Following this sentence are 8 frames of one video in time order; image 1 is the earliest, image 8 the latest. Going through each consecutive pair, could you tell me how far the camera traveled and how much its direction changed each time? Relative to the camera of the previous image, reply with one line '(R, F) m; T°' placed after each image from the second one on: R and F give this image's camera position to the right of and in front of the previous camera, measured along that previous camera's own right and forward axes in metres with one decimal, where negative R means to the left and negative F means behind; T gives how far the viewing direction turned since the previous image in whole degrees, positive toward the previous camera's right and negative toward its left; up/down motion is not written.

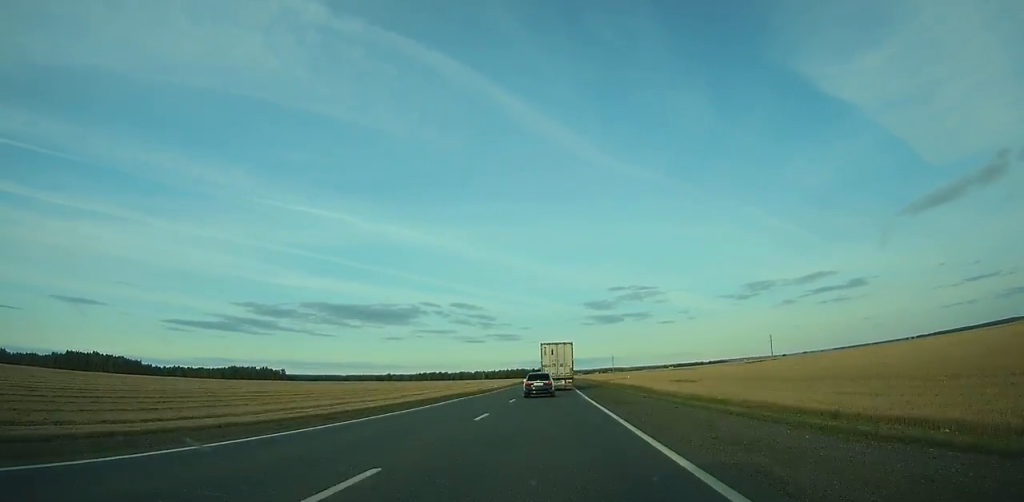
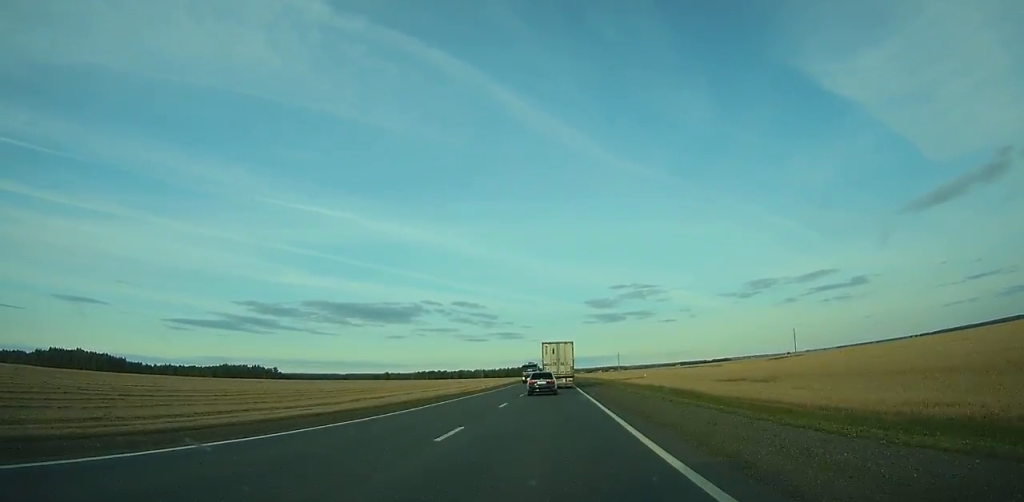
(0.0, +30.0) m; 0°
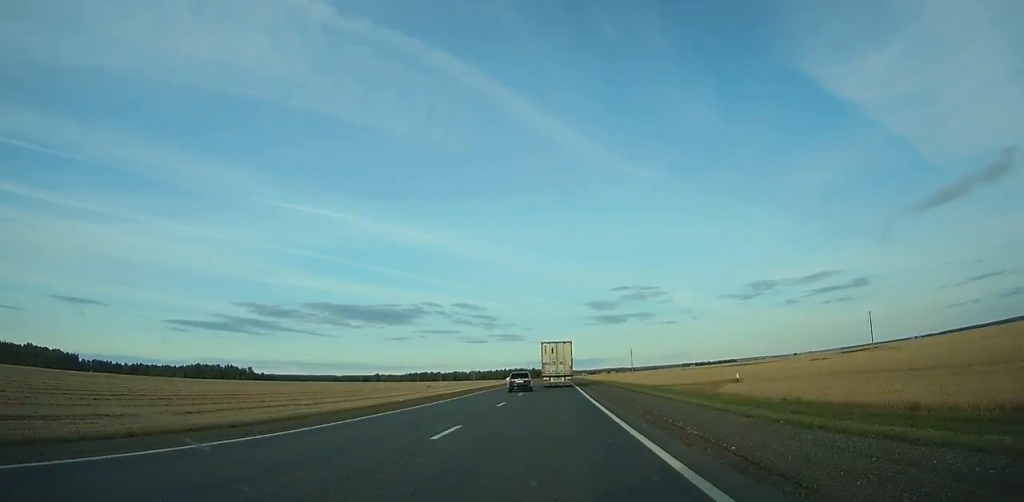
(+0.1, +74.3) m; 0°
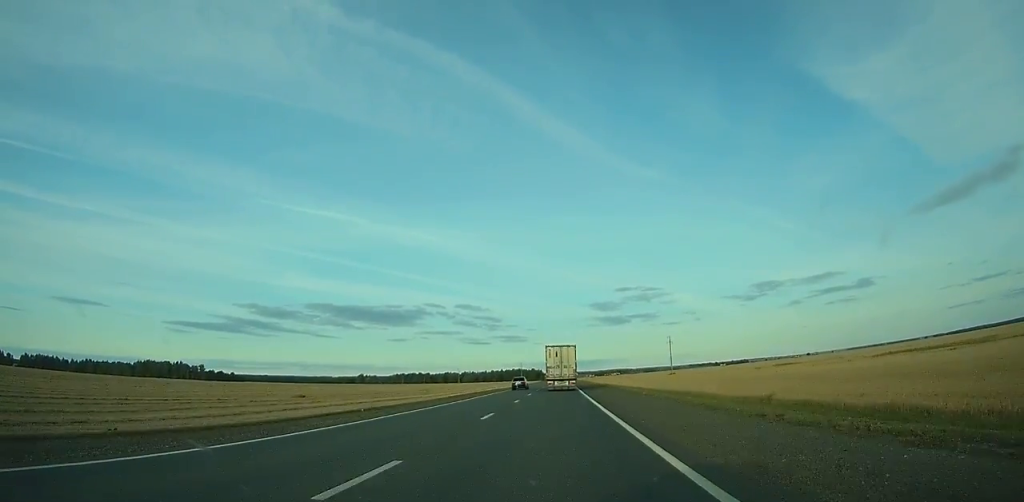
(-0.1, +119.4) m; 0°
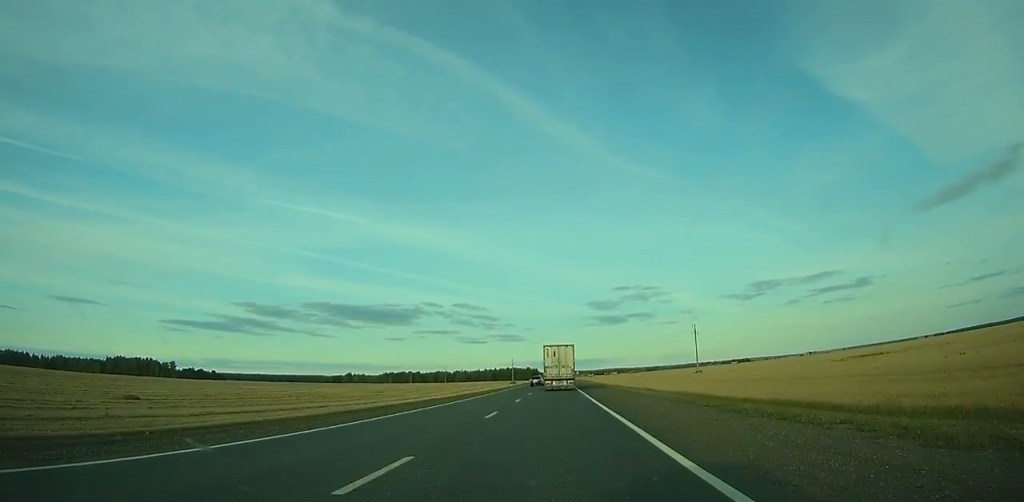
(0.0, +48.3) m; 0°
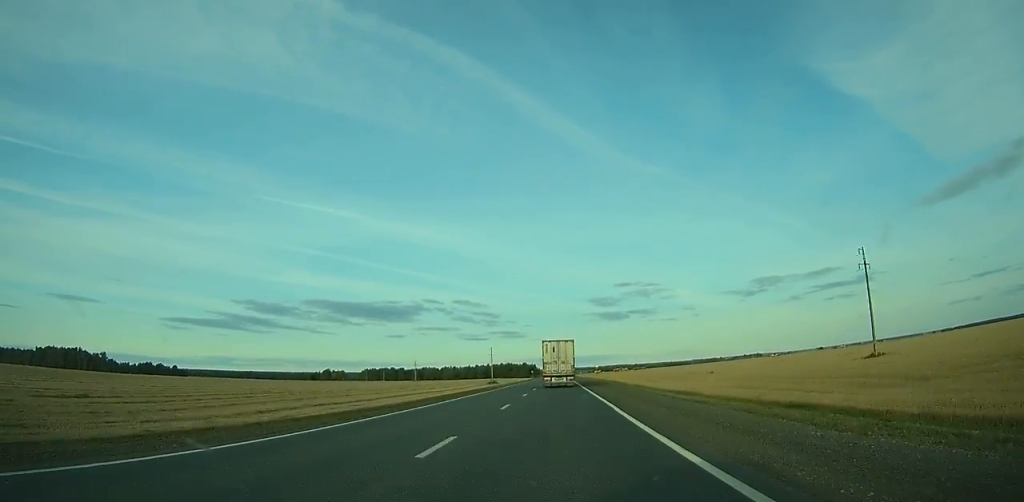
(0.0, +105.8) m; 0°
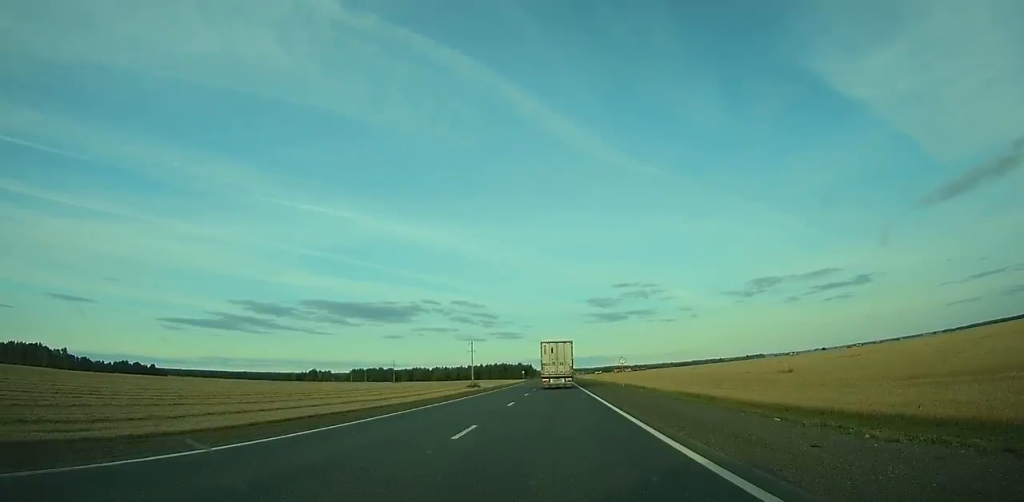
(+0.2, +47.1) m; 0°
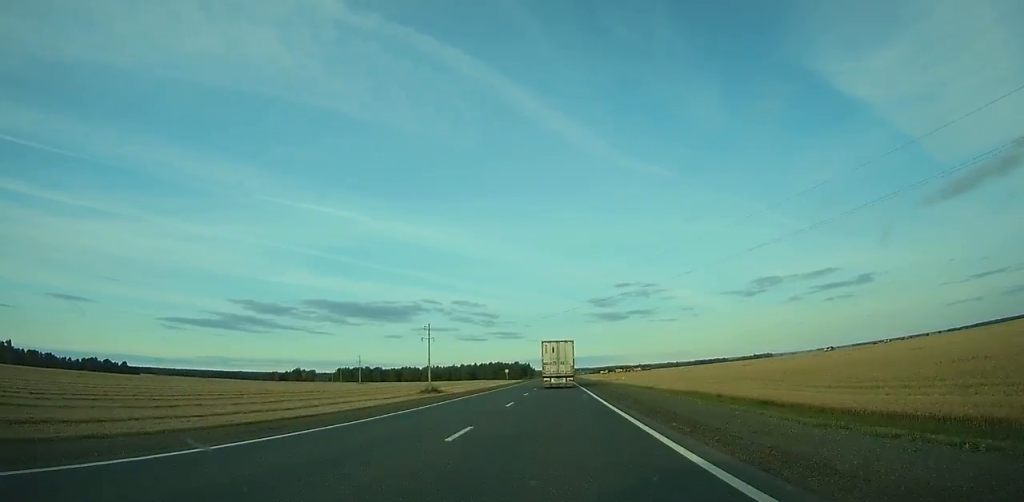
(-0.1, +60.8) m; 0°
